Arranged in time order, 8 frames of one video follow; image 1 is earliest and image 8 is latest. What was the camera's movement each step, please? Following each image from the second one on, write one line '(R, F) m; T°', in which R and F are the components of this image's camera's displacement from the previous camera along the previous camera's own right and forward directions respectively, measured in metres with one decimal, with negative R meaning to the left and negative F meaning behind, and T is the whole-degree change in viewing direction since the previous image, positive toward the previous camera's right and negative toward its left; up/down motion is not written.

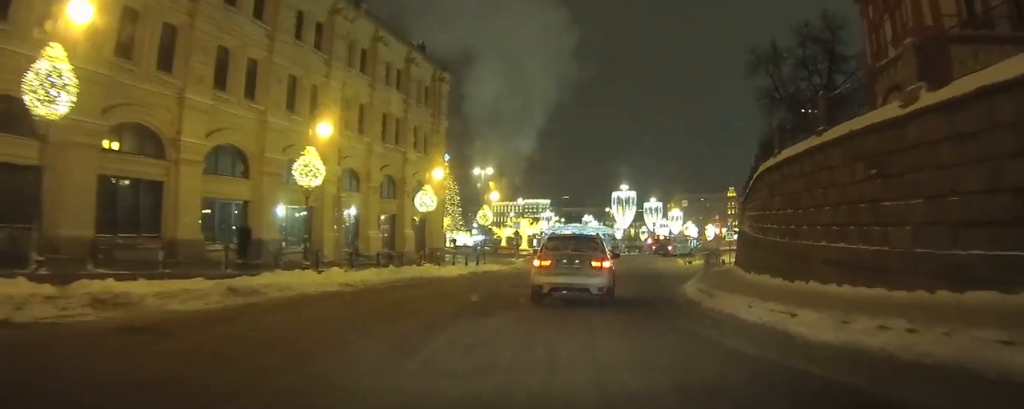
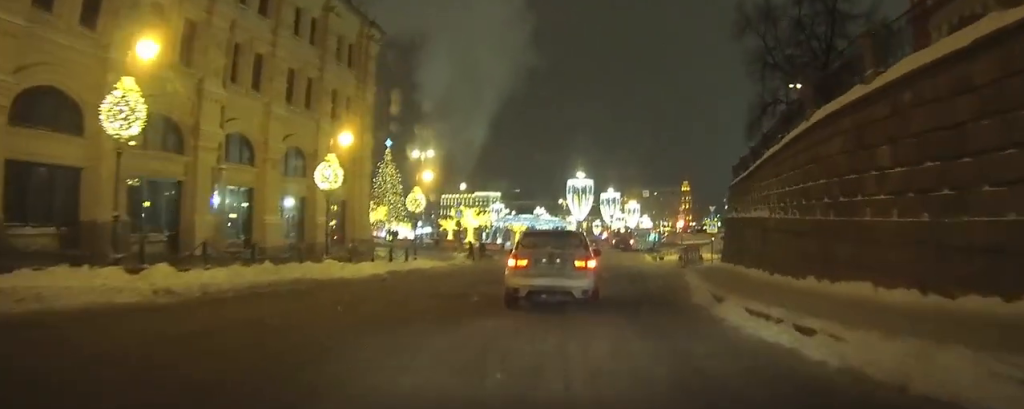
(+0.2, +7.6) m; +5°
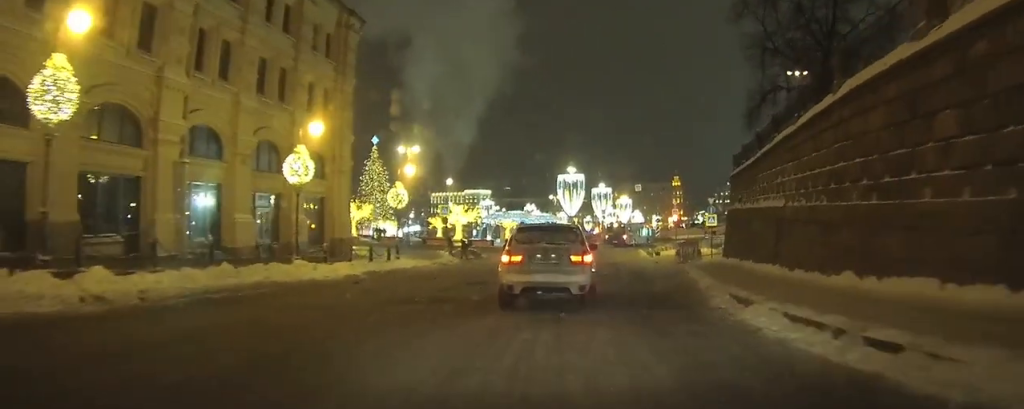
(0.0, +2.1) m; +2°
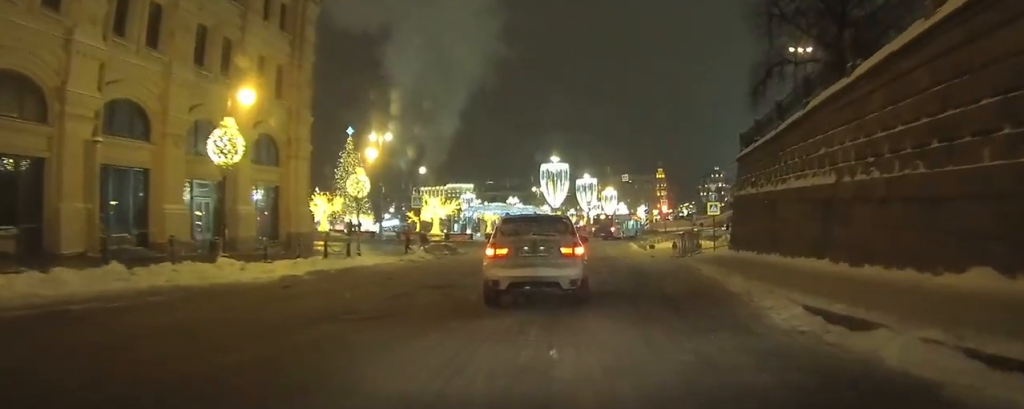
(+0.2, +4.3) m; +3°
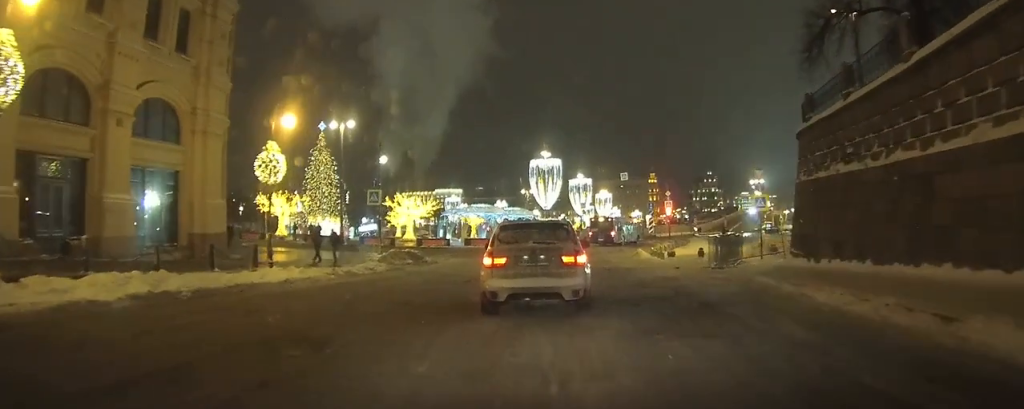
(-0.5, +9.1) m; -3°
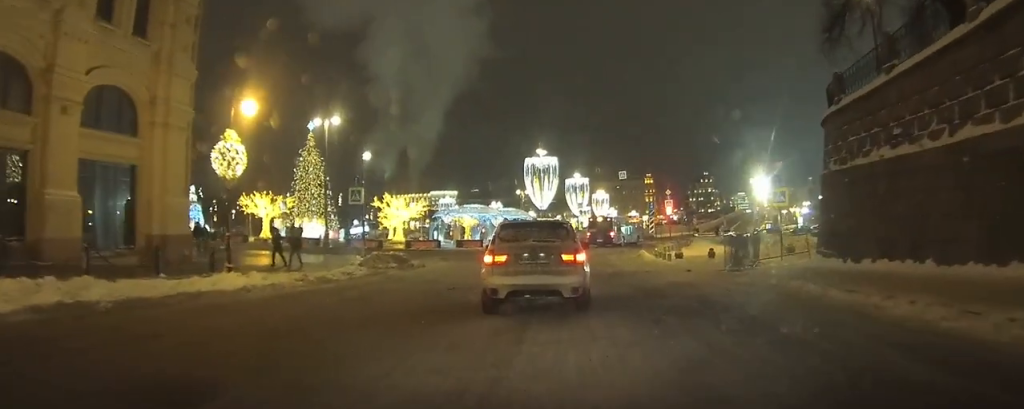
(+0.2, +2.9) m; +2°
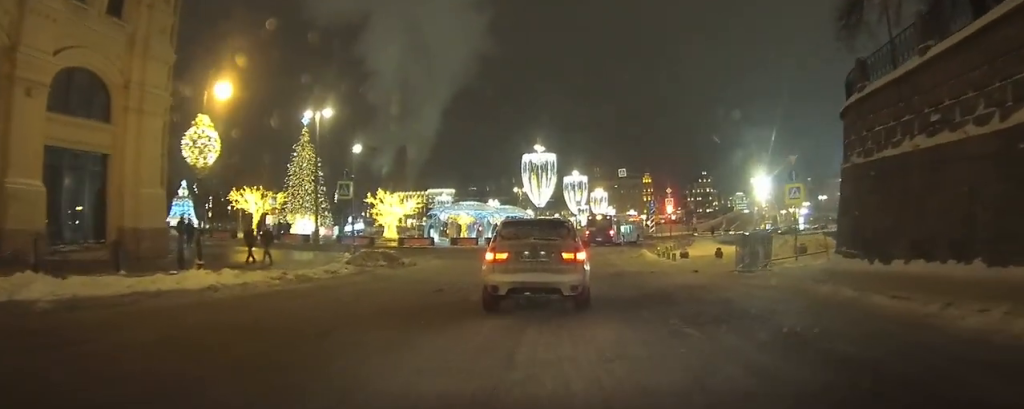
(0.0, +1.7) m; -2°
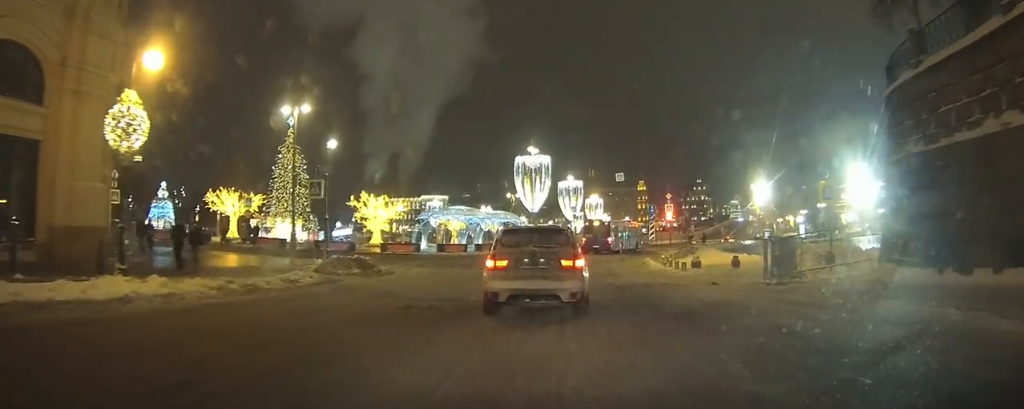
(-0.1, +3.3) m; -3°
